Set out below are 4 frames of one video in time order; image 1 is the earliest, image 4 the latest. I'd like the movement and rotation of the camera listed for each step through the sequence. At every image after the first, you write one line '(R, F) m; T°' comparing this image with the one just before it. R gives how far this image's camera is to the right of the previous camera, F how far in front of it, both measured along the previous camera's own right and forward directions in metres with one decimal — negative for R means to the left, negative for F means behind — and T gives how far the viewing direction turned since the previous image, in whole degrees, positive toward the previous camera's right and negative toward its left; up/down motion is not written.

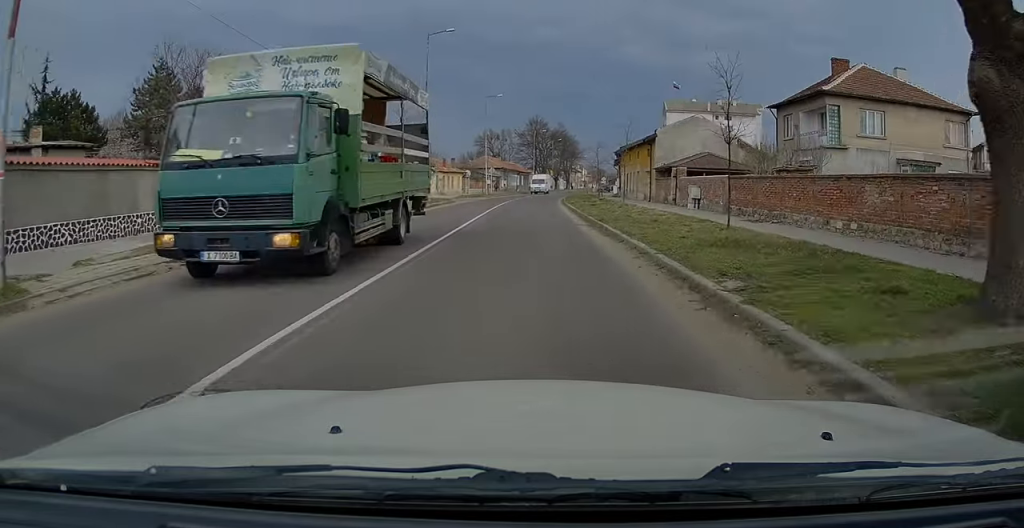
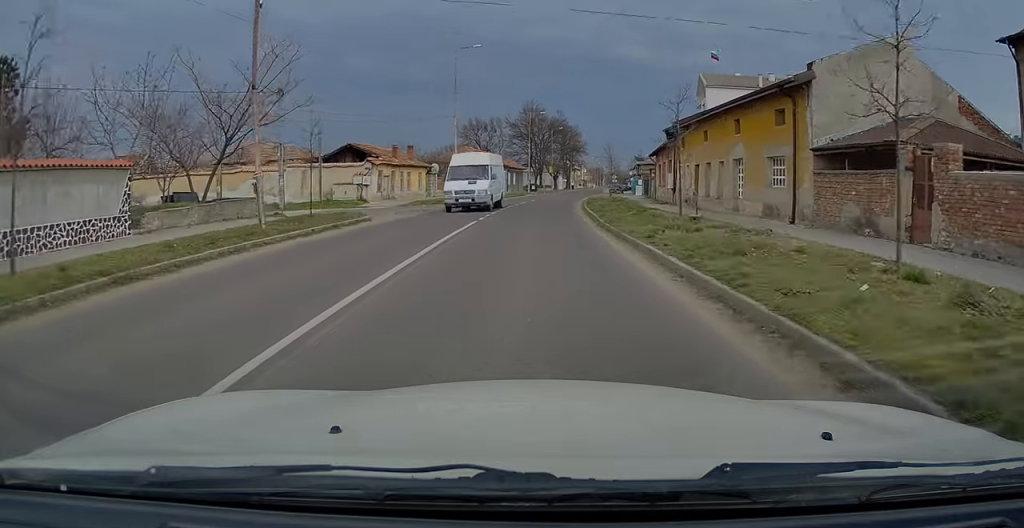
(+0.4, +24.0) m; +1°
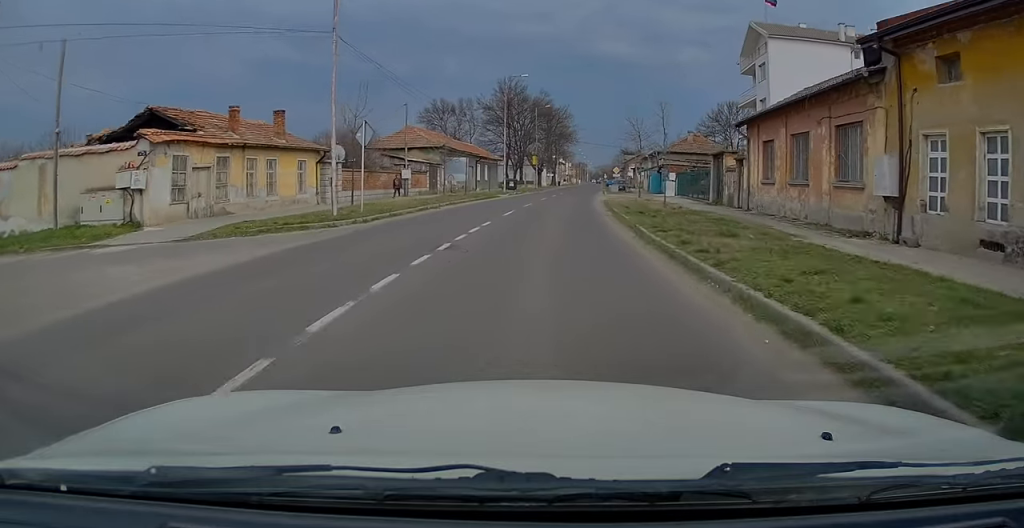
(+0.1, +25.0) m; +2°
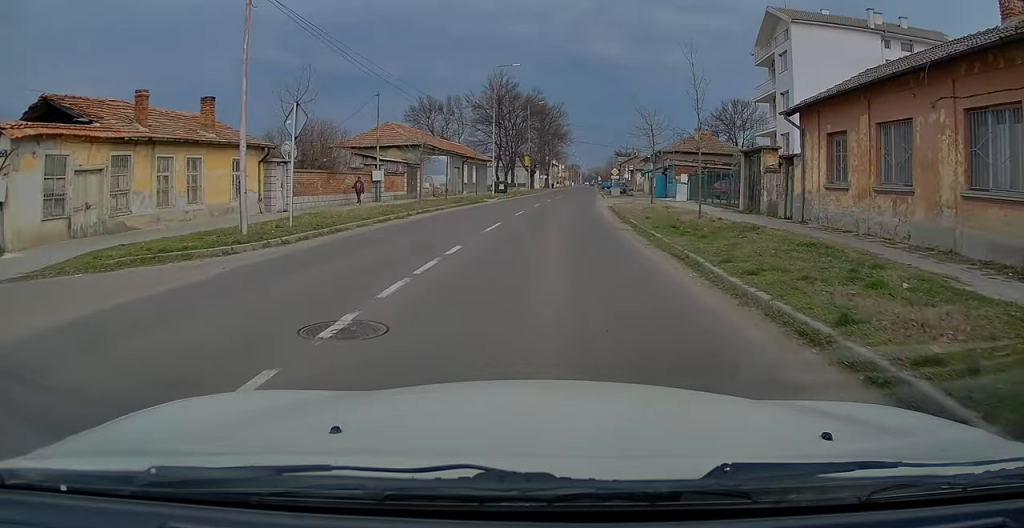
(+0.1, +6.0) m; +1°
